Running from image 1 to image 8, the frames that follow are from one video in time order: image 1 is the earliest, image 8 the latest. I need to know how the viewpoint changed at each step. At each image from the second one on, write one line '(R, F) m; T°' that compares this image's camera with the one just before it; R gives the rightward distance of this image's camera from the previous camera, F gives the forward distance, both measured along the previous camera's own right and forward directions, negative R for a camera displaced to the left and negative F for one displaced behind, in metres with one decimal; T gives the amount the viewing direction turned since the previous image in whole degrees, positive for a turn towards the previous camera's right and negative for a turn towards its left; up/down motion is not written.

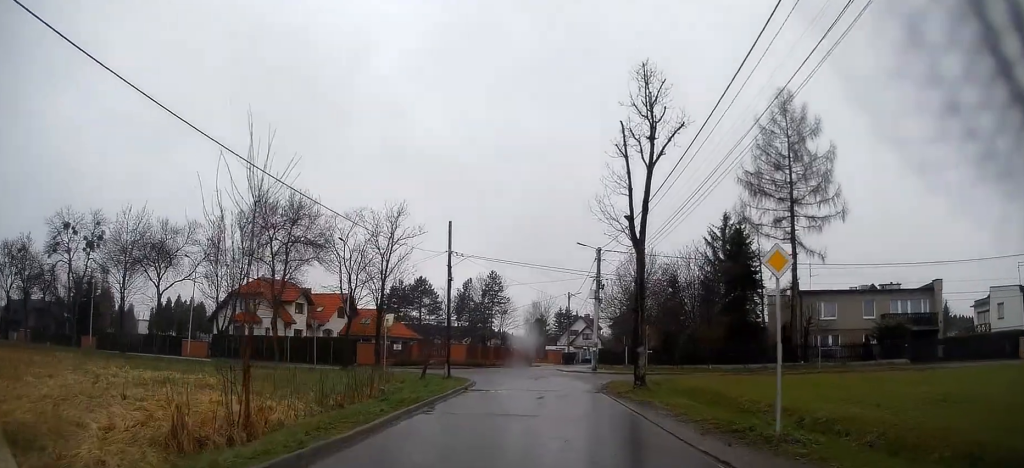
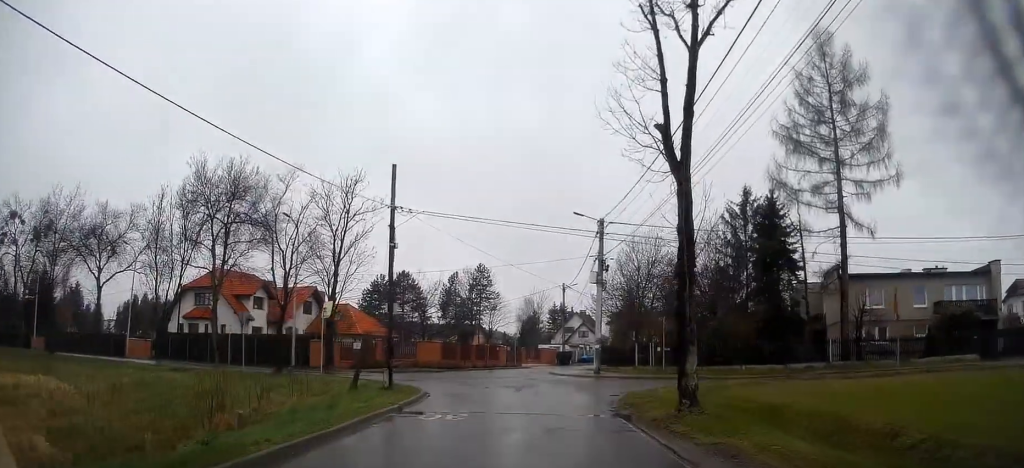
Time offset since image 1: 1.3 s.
(+0.4, +8.0) m; +3°
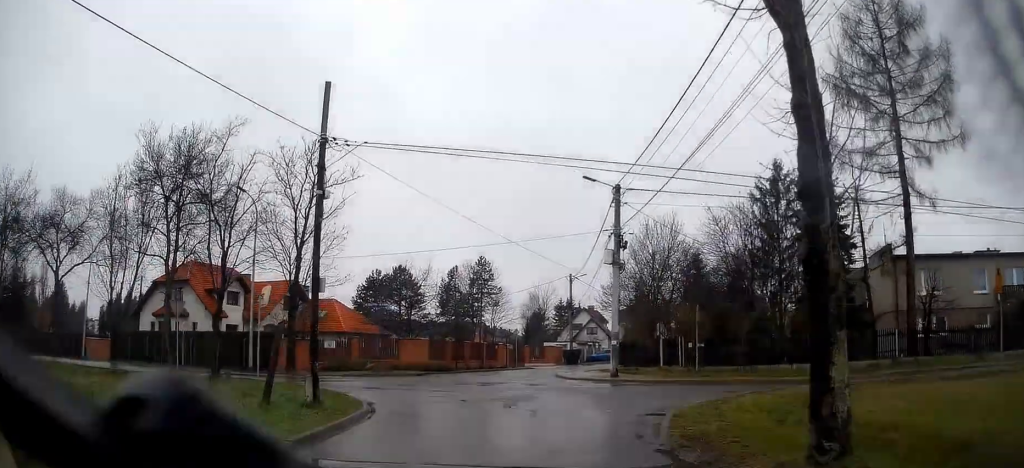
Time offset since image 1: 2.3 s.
(-0.1, +6.2) m; -4°
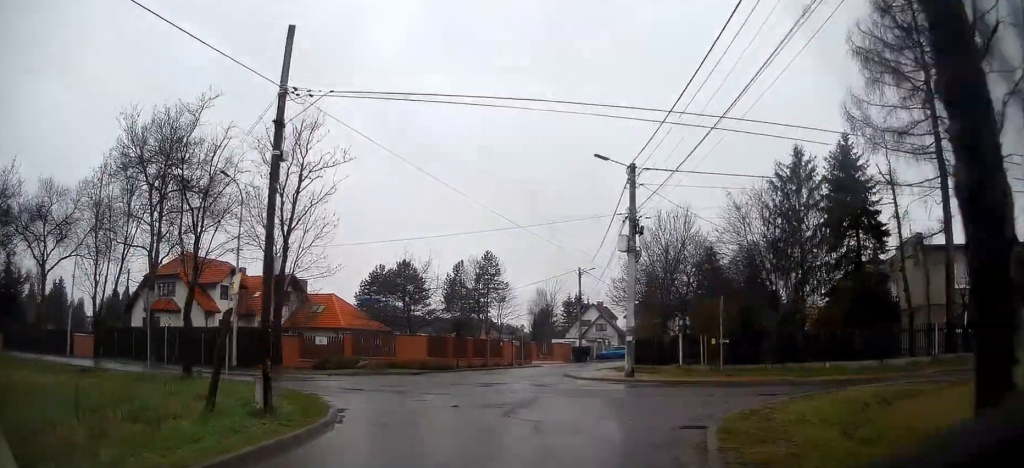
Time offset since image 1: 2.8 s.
(-0.1, +2.6) m; -3°
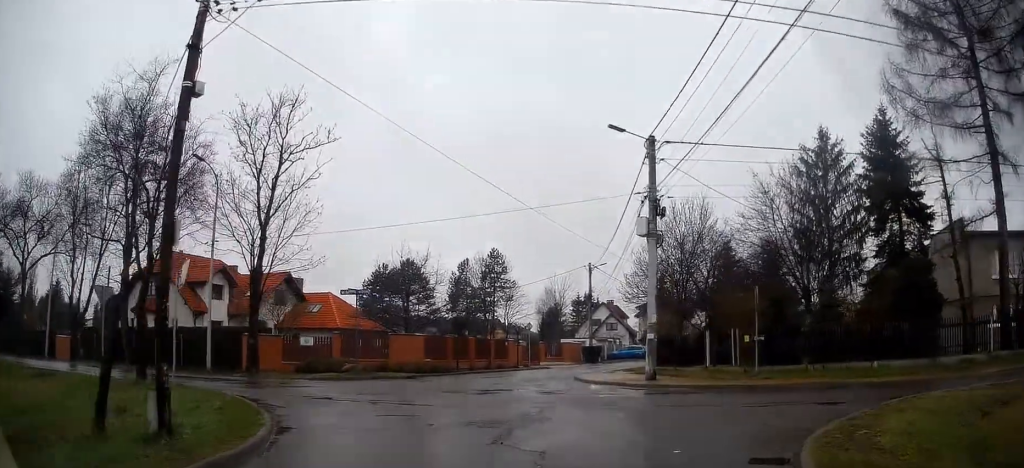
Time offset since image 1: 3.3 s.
(-0.1, +3.3) m; -4°
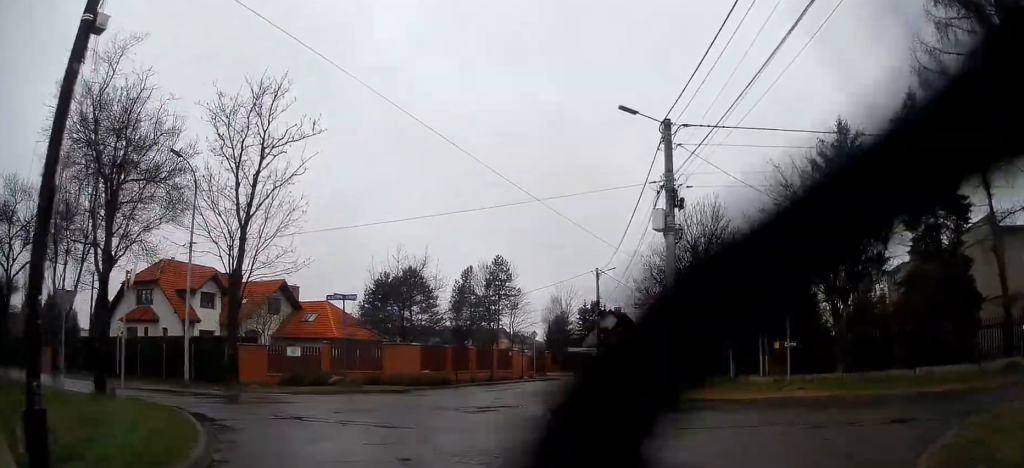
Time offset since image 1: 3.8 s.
(-0.1, +2.4) m; -2°
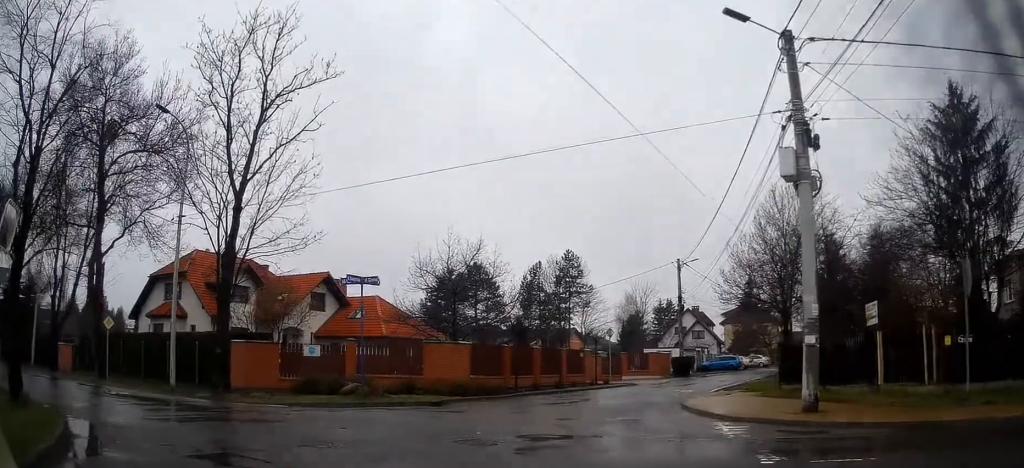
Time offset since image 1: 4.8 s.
(-0.2, +5.8) m; -6°
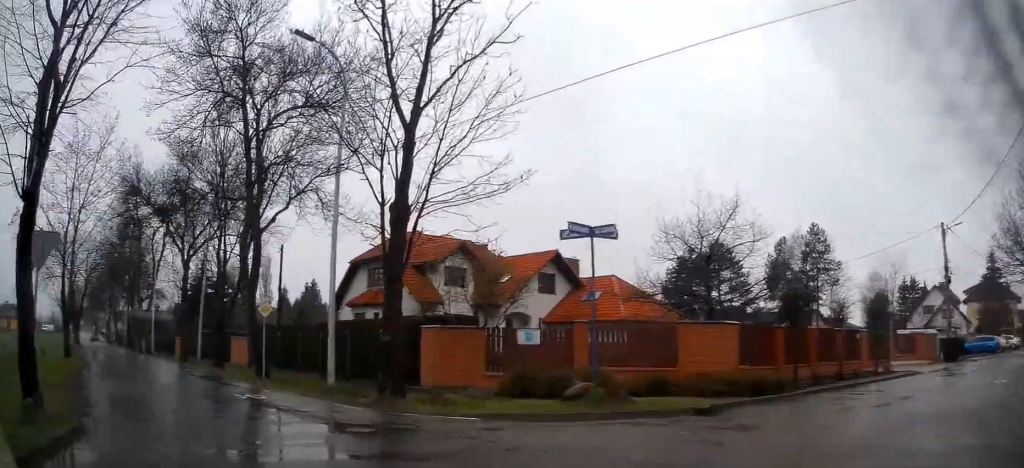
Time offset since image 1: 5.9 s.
(-0.4, +5.6) m; -19°
